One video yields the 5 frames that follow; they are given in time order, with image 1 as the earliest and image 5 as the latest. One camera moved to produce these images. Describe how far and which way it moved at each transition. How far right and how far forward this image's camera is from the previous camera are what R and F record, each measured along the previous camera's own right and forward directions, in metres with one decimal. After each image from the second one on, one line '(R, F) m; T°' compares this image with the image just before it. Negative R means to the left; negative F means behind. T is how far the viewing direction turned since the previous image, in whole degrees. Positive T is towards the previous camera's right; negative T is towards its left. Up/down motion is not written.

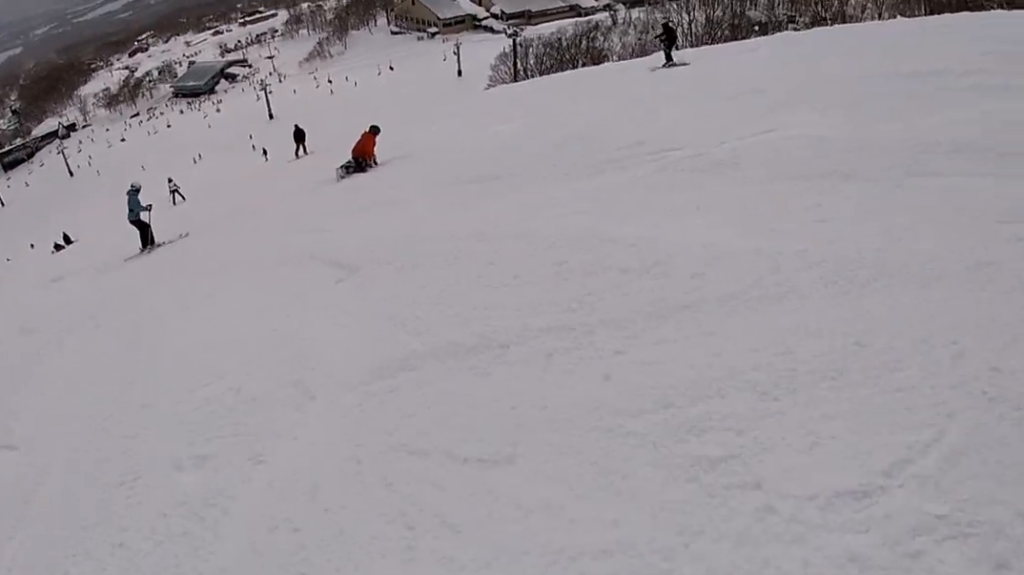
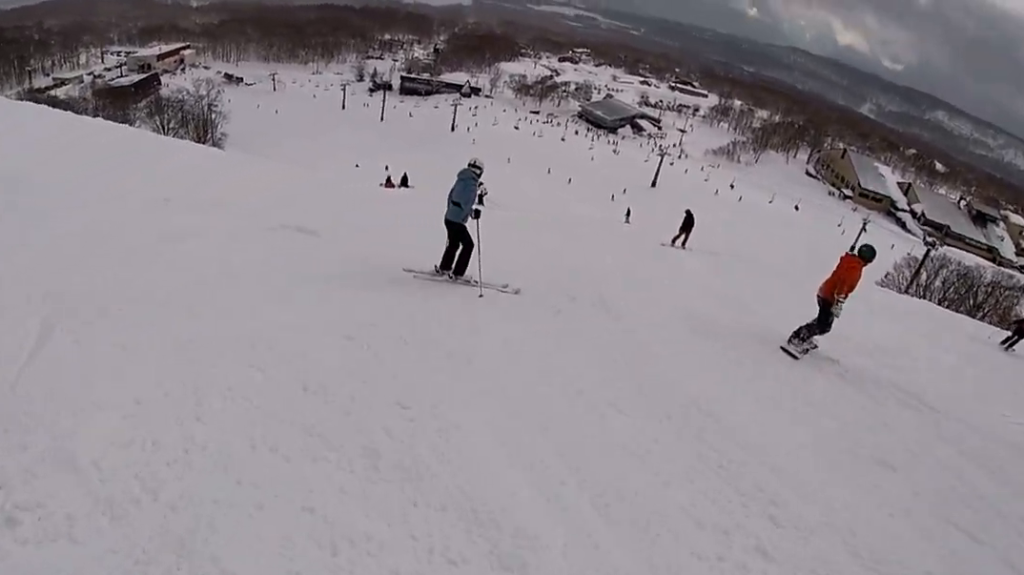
(-2.0, +5.6) m; -34°
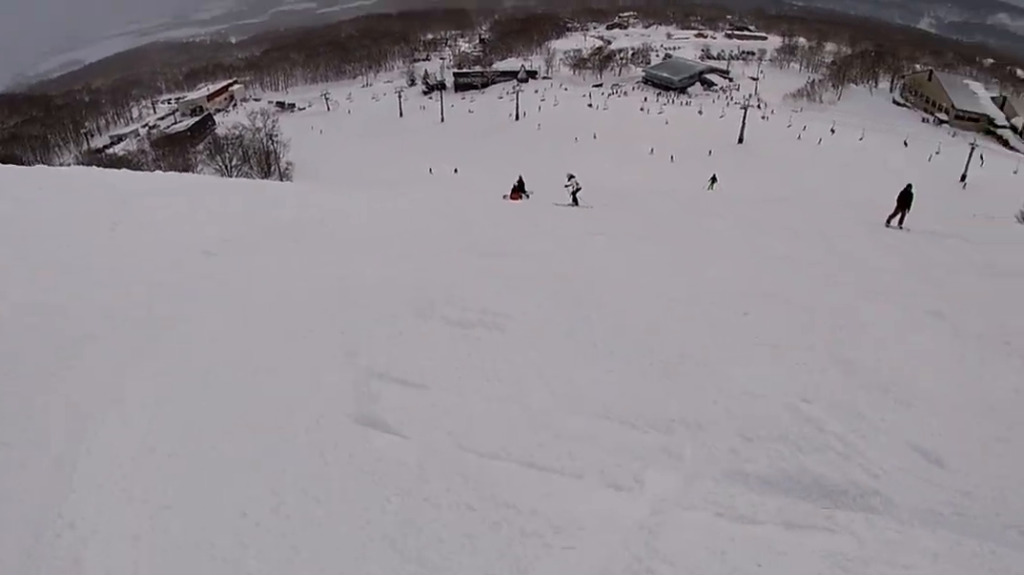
(+1.1, +8.1) m; +33°
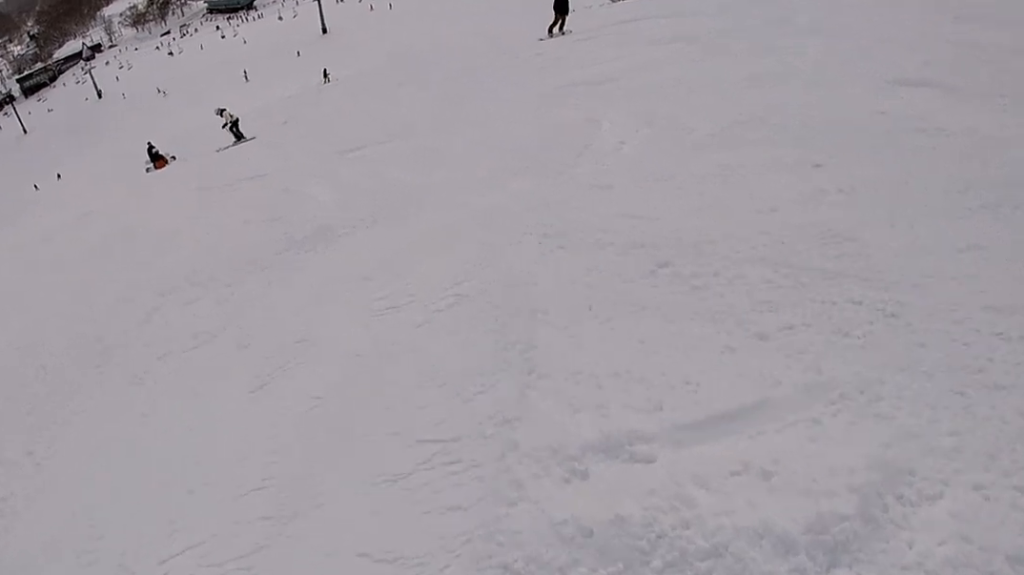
(+0.8, +4.6) m; +6°
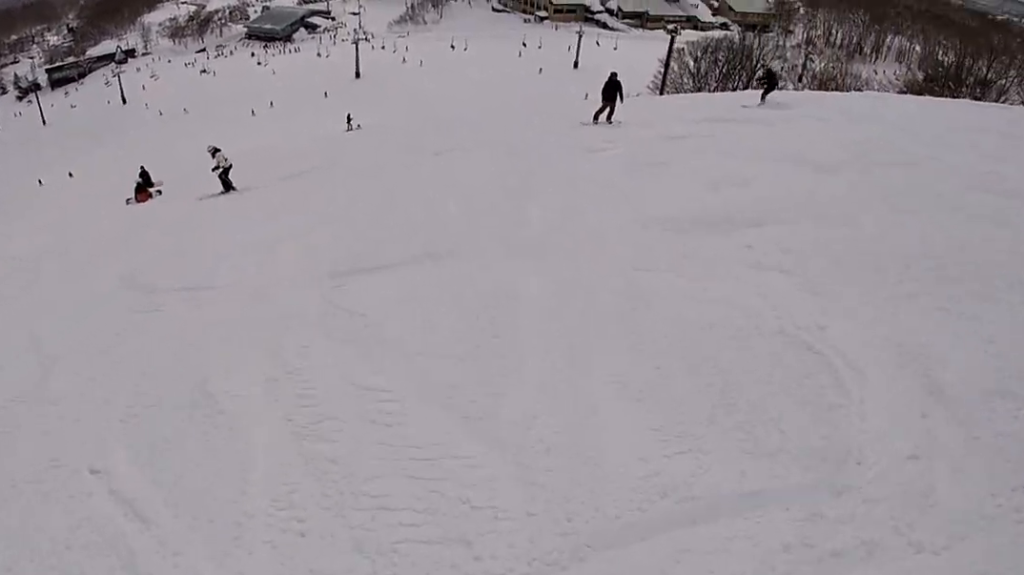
(-0.2, +3.5) m; -11°
